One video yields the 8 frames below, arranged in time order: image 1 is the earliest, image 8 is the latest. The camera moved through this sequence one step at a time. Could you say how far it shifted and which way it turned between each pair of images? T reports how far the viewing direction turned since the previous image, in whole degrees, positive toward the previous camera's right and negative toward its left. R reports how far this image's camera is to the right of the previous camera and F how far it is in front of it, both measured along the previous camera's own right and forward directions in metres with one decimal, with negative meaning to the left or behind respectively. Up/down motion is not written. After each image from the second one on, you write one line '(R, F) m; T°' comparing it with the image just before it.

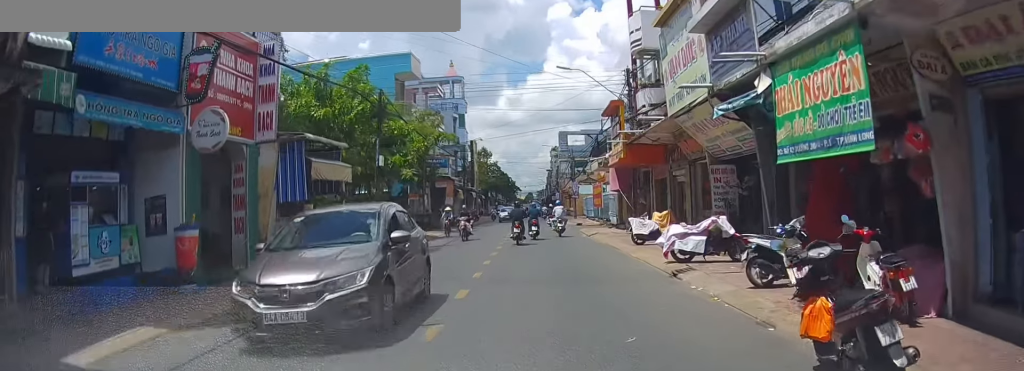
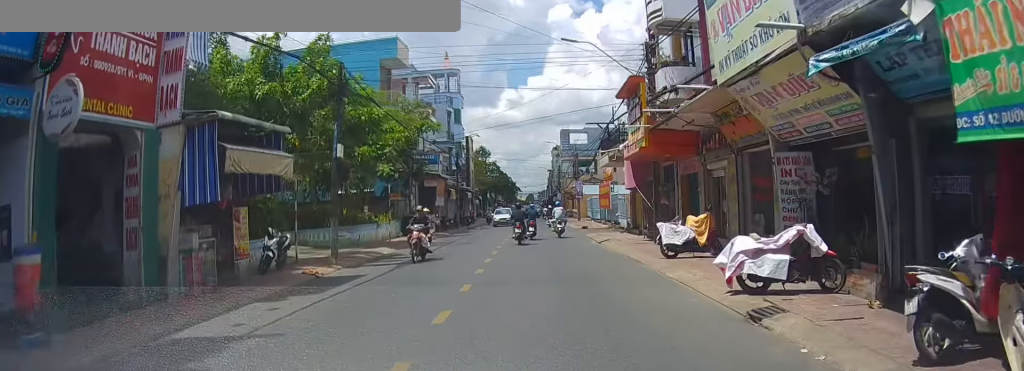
(-0.7, +4.9) m; 0°
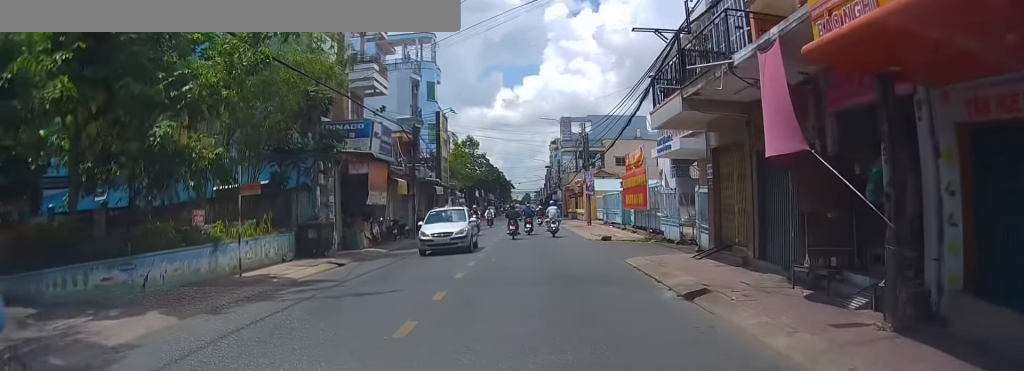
(+3.8, +14.7) m; +19°
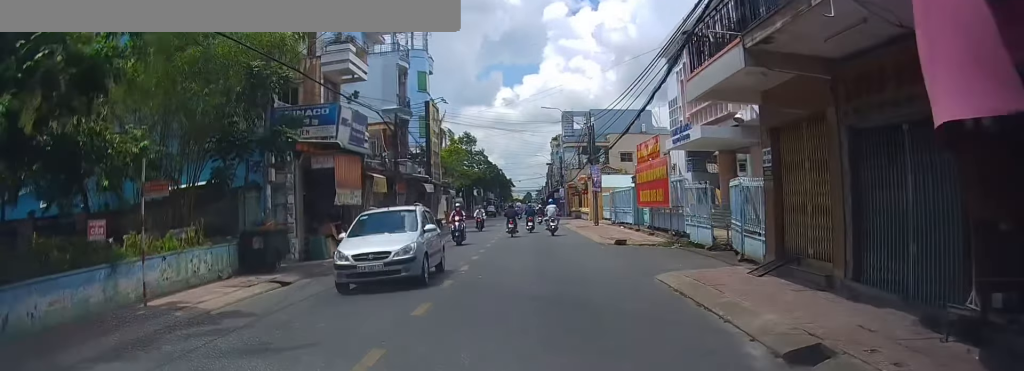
(+0.2, +4.3) m; -1°
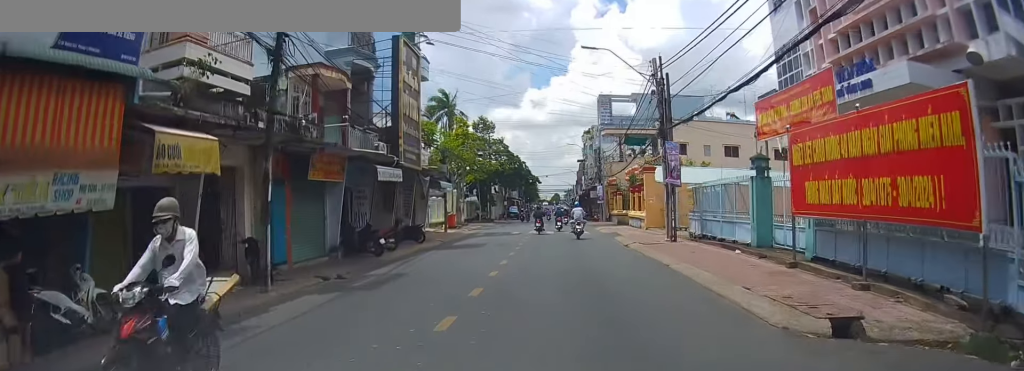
(-1.4, +15.9) m; -6°
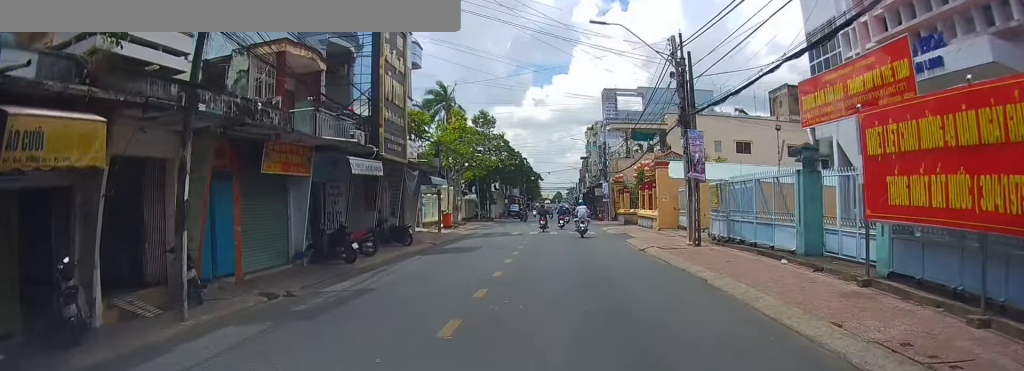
(+0.1, +3.7) m; 0°
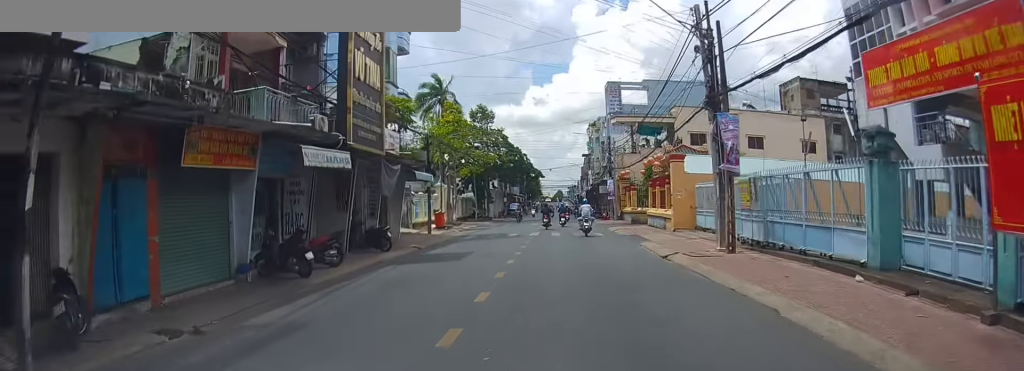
(+0.1, +3.6) m; 0°
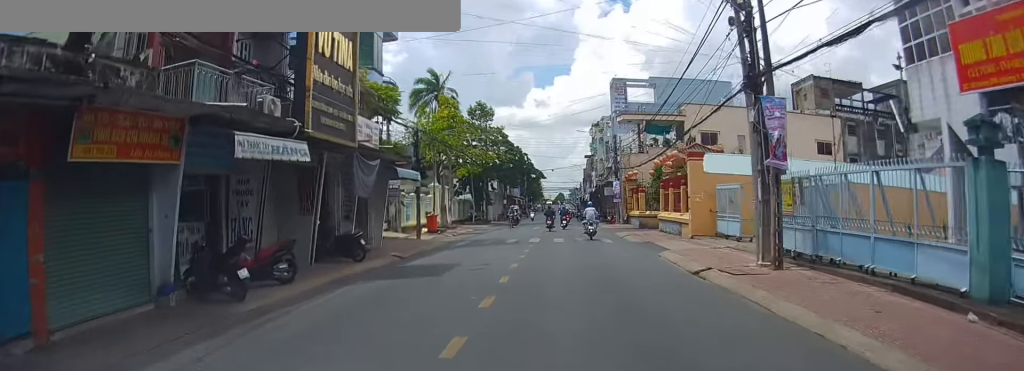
(-0.1, +3.6) m; +1°
